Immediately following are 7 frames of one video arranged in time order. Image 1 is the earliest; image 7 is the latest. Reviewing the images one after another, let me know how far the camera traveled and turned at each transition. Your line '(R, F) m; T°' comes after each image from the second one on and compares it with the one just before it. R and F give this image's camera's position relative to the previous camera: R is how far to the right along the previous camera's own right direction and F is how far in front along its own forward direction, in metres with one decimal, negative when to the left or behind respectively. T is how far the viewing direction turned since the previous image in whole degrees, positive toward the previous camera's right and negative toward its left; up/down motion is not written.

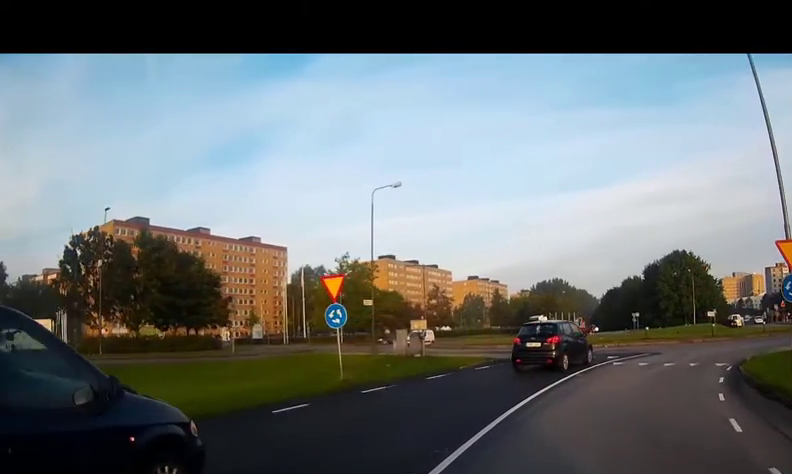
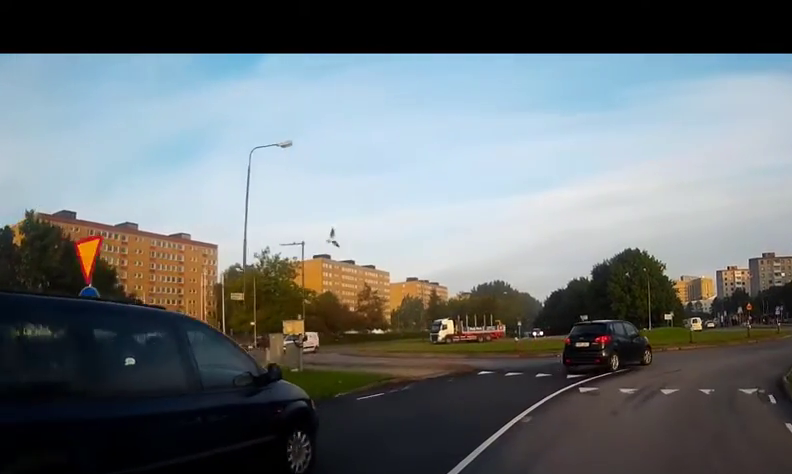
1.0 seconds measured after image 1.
(+0.4, +7.0) m; +6°
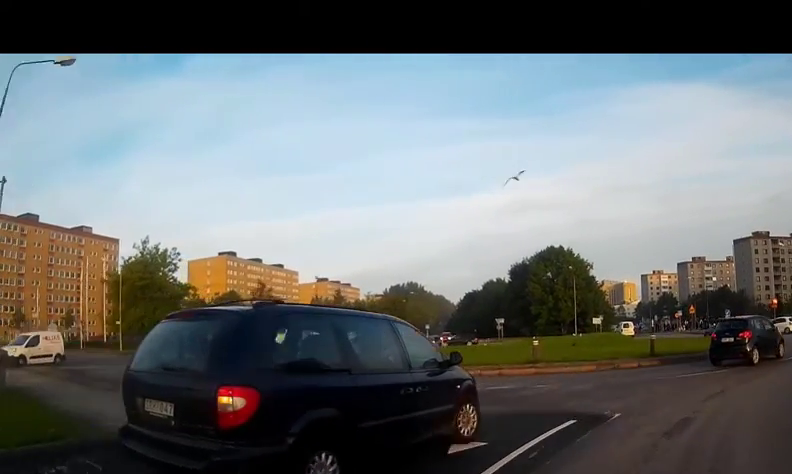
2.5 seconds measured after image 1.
(+0.8, +8.8) m; +16°
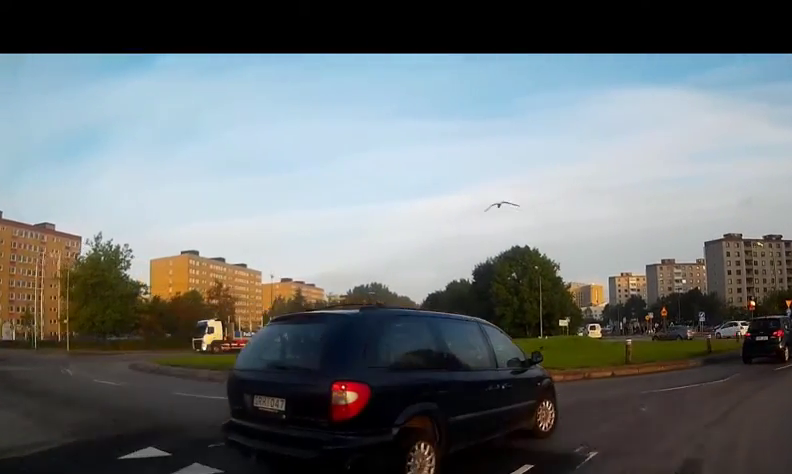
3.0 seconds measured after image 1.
(+0.2, +2.7) m; +7°
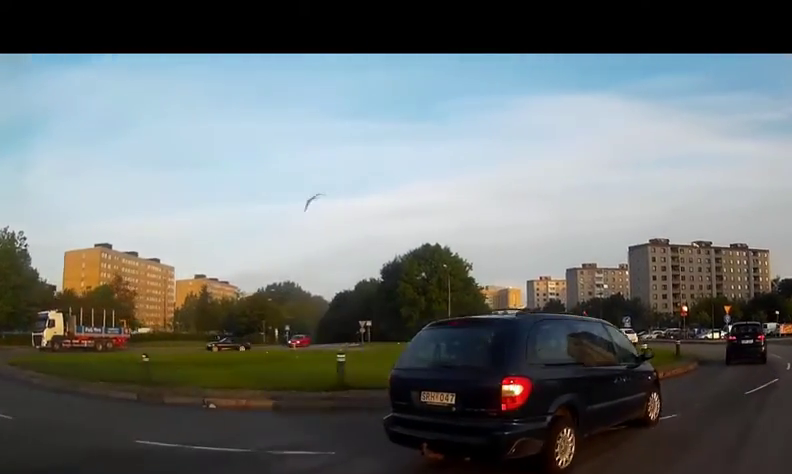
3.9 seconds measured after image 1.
(+0.5, +4.5) m; +14°
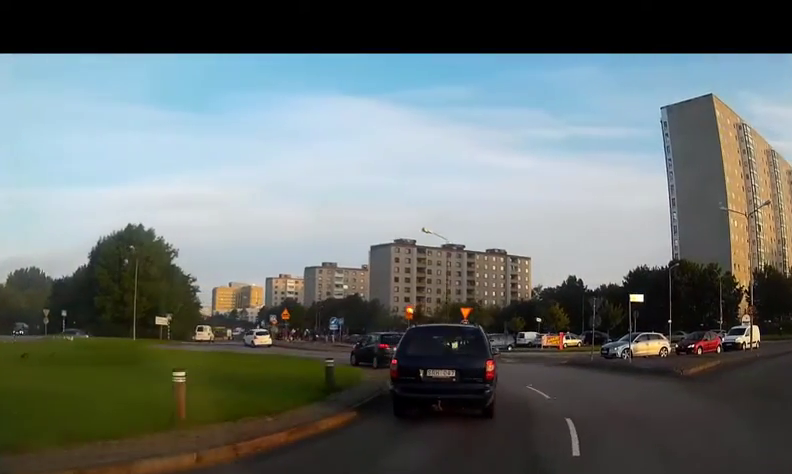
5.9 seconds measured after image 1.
(+3.0, +10.4) m; +29°
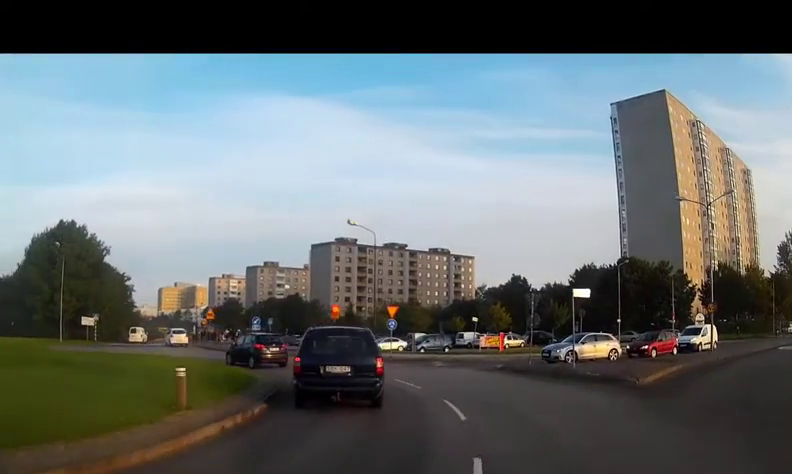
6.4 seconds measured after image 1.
(+0.3, +2.9) m; +3°
